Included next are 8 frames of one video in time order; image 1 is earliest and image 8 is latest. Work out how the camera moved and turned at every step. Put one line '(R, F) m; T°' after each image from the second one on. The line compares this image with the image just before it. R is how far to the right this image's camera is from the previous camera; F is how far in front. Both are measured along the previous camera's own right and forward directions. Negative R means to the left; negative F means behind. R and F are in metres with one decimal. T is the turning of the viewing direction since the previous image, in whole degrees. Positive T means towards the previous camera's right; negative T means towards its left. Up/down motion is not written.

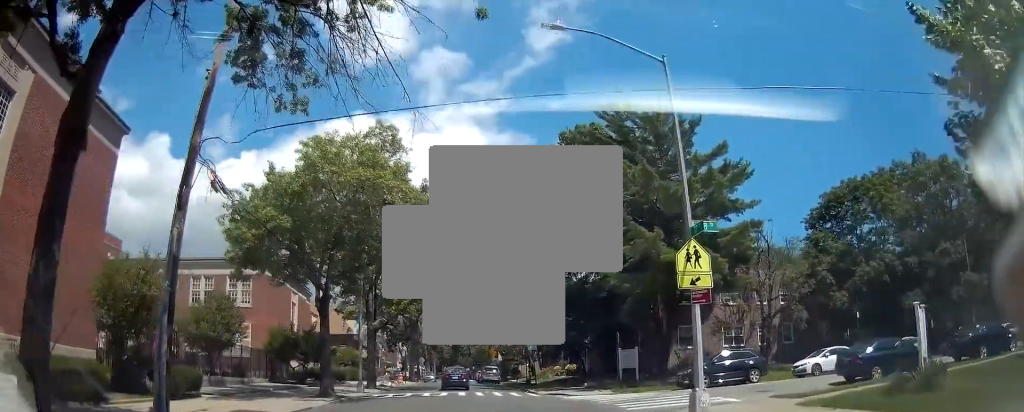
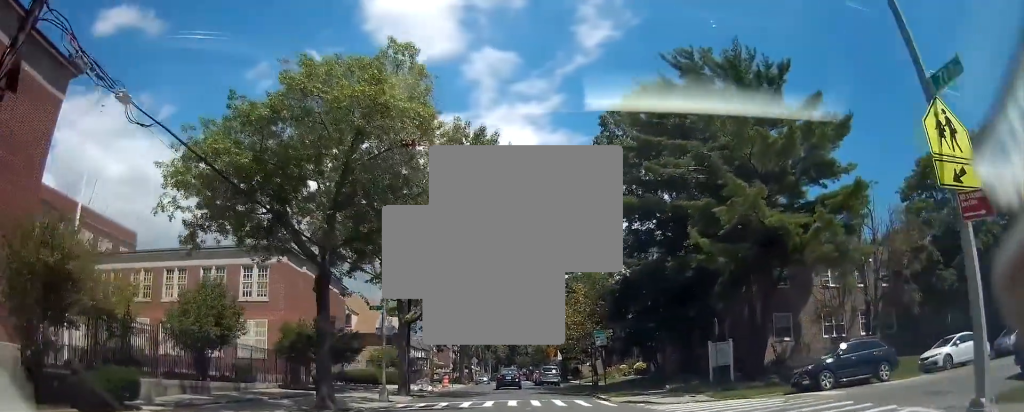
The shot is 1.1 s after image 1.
(-0.9, +6.8) m; -11°
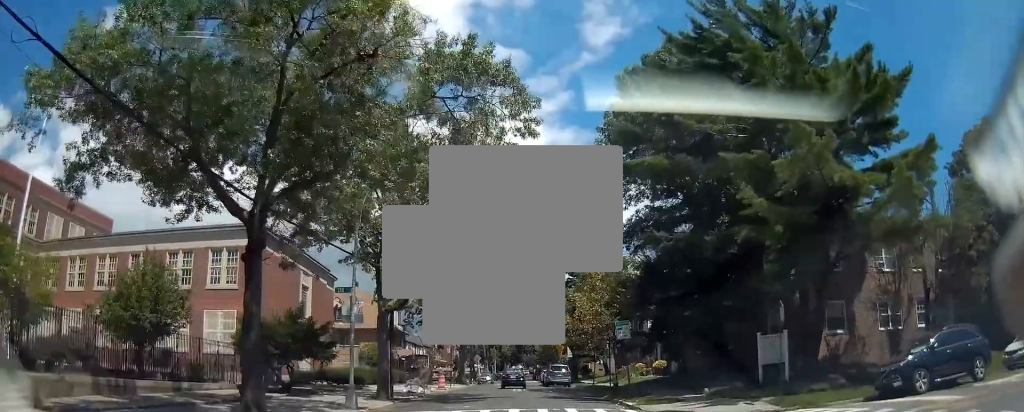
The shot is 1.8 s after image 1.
(-0.3, +5.7) m; -4°
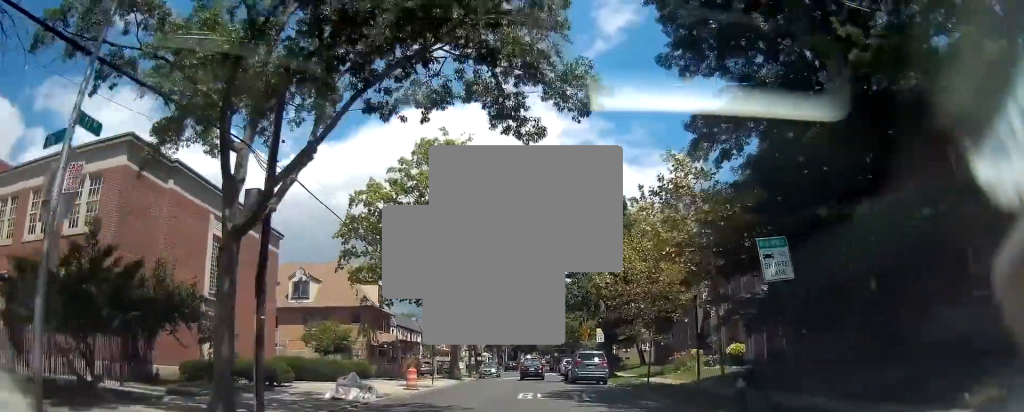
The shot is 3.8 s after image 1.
(-0.7, +15.9) m; -4°
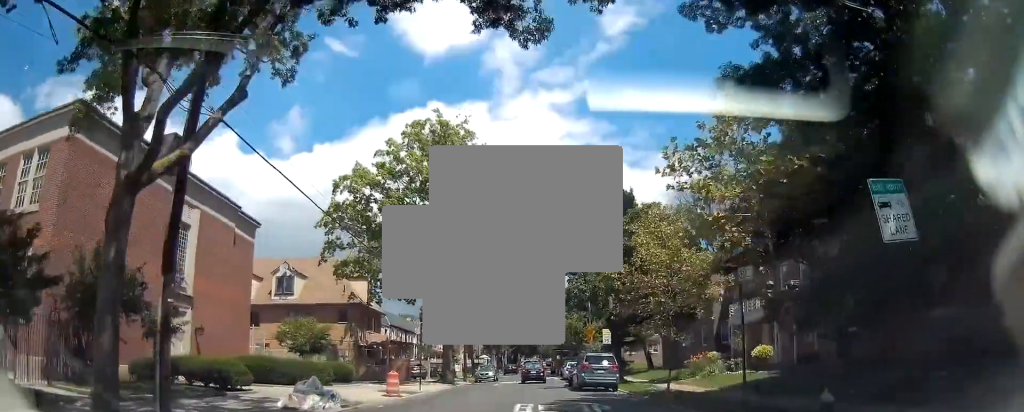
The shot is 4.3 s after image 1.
(-0.1, +4.2) m; 0°
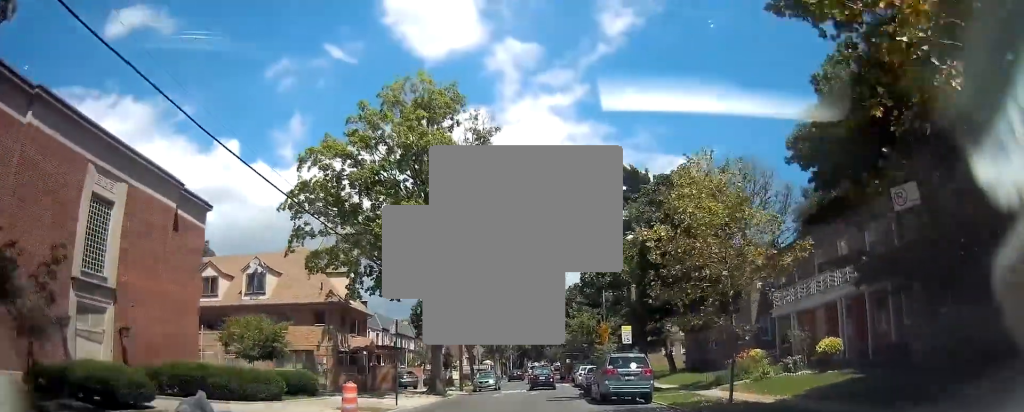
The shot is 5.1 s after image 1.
(0.0, +7.1) m; 0°
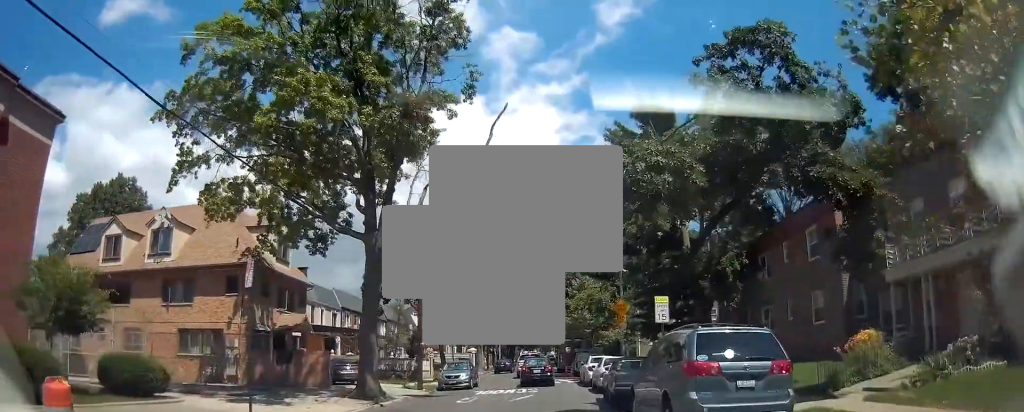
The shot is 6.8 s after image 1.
(0.0, +12.4) m; +1°
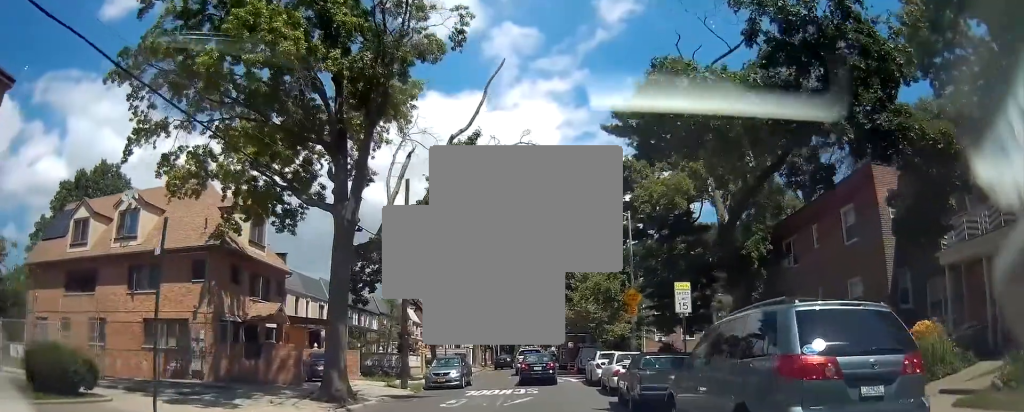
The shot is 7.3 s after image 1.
(+0.1, +3.6) m; 0°
